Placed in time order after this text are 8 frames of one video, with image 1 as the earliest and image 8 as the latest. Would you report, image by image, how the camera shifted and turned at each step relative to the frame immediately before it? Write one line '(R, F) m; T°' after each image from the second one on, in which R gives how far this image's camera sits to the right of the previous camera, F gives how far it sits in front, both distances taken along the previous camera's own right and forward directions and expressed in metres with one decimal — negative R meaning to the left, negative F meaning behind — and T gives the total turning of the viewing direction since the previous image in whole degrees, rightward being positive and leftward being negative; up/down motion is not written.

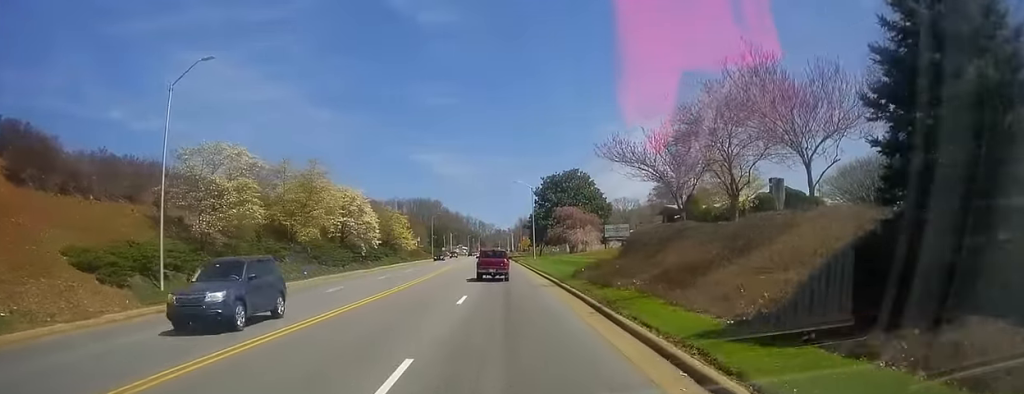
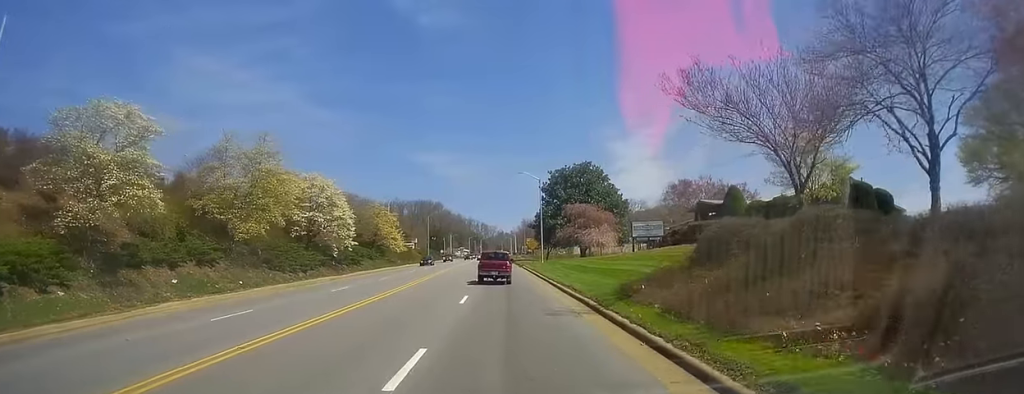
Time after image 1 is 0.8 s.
(+0.2, +11.9) m; +2°
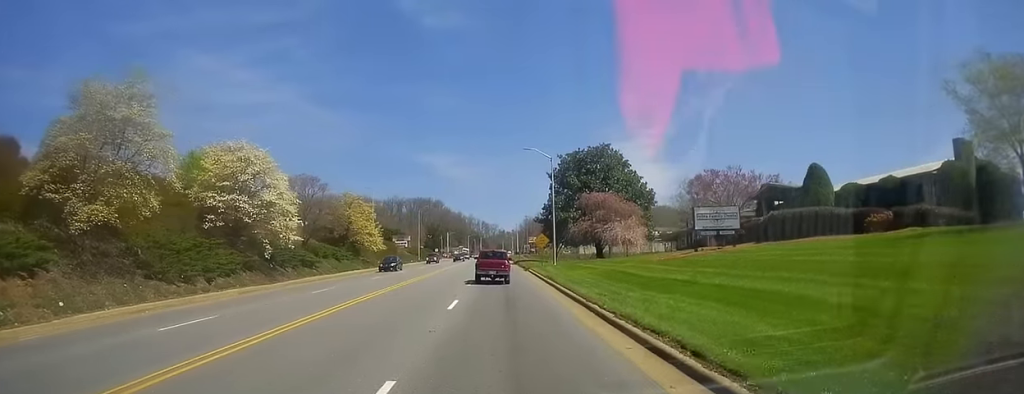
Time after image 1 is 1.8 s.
(+0.2, +15.3) m; -2°
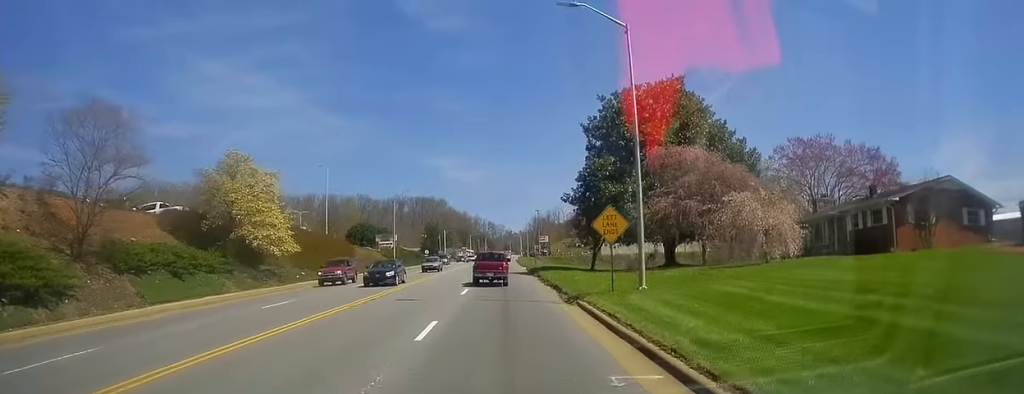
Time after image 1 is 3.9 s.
(-0.5, +31.3) m; -1°
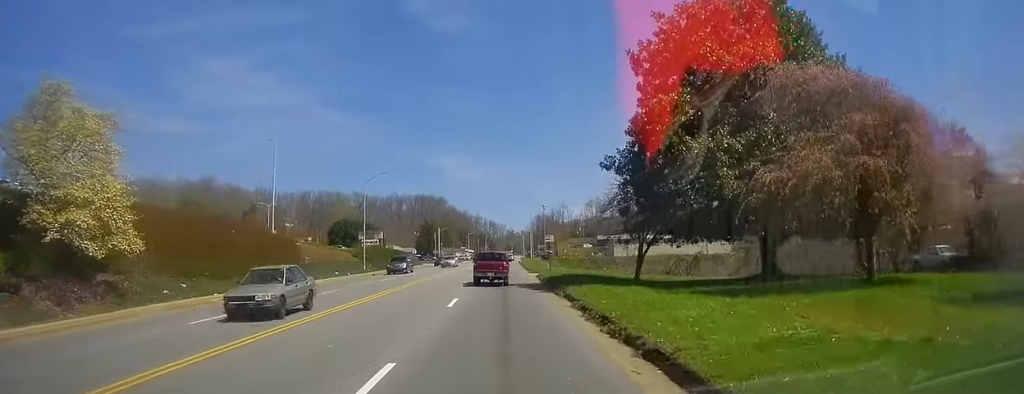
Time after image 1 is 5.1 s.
(-0.2, +18.5) m; +1°
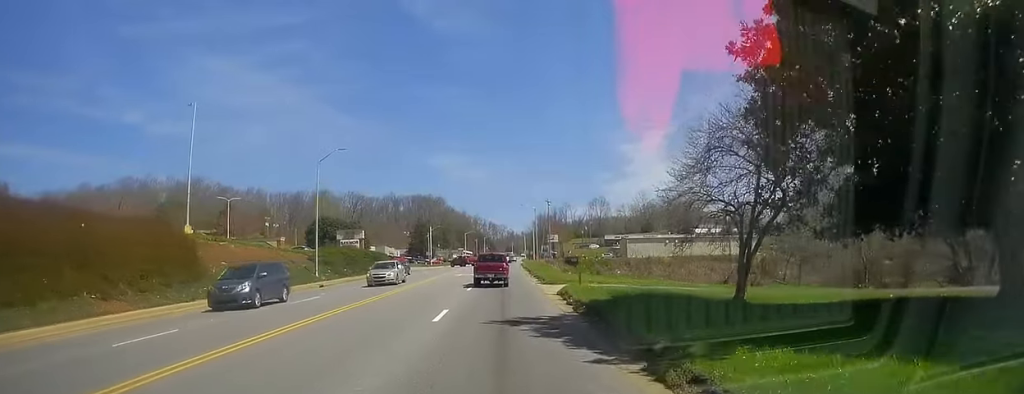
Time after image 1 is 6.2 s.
(+0.3, +16.8) m; 0°
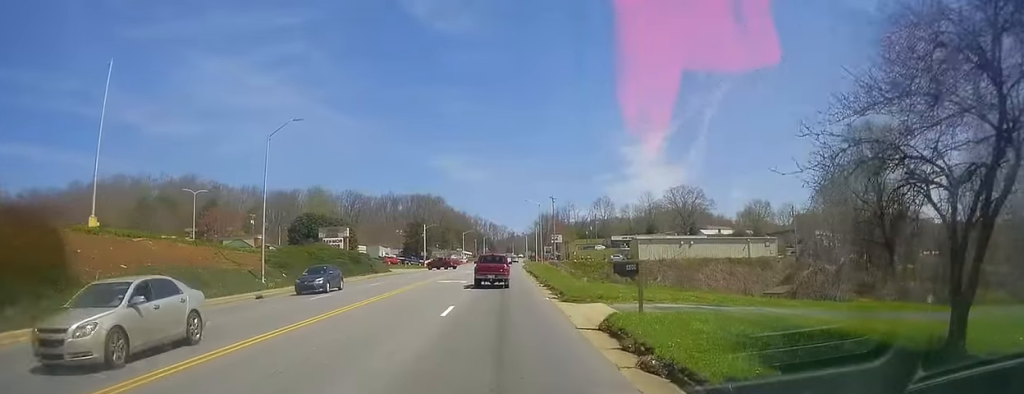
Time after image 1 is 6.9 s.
(0.0, +11.3) m; -1°
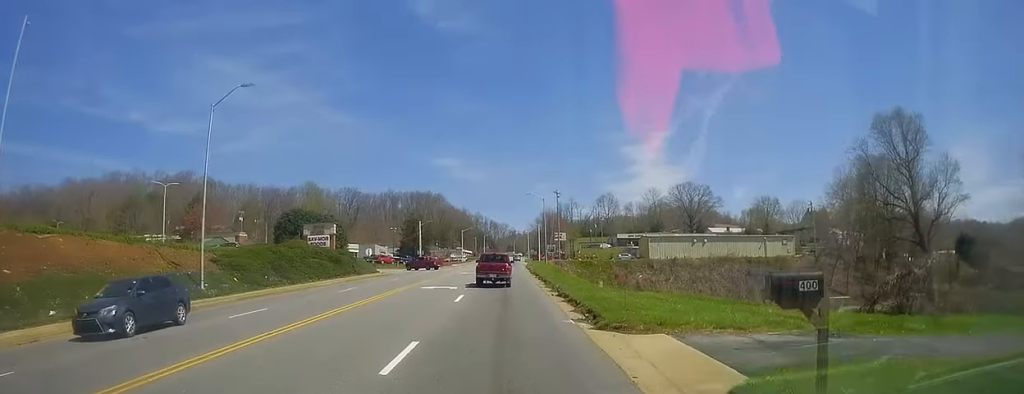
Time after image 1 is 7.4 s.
(-0.1, +8.4) m; -1°
